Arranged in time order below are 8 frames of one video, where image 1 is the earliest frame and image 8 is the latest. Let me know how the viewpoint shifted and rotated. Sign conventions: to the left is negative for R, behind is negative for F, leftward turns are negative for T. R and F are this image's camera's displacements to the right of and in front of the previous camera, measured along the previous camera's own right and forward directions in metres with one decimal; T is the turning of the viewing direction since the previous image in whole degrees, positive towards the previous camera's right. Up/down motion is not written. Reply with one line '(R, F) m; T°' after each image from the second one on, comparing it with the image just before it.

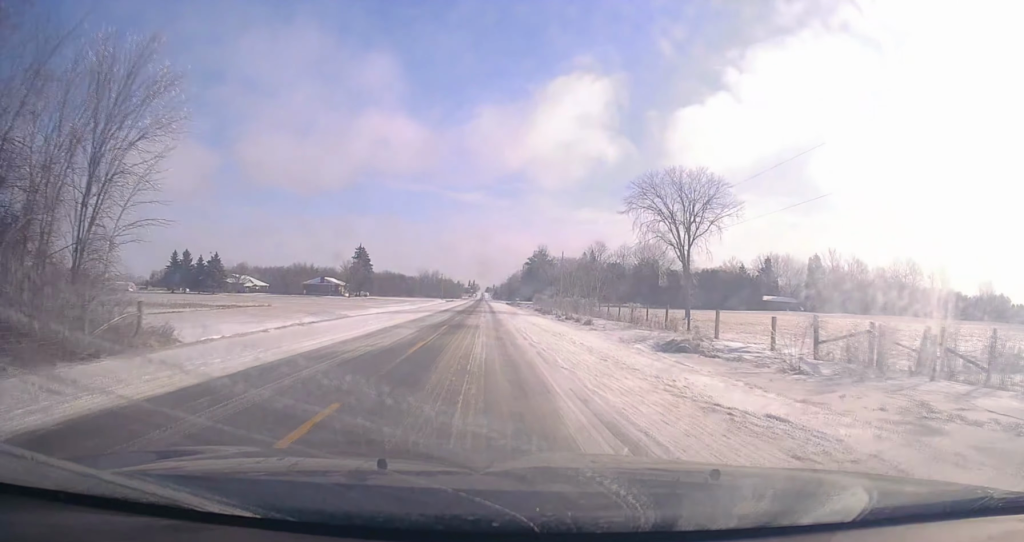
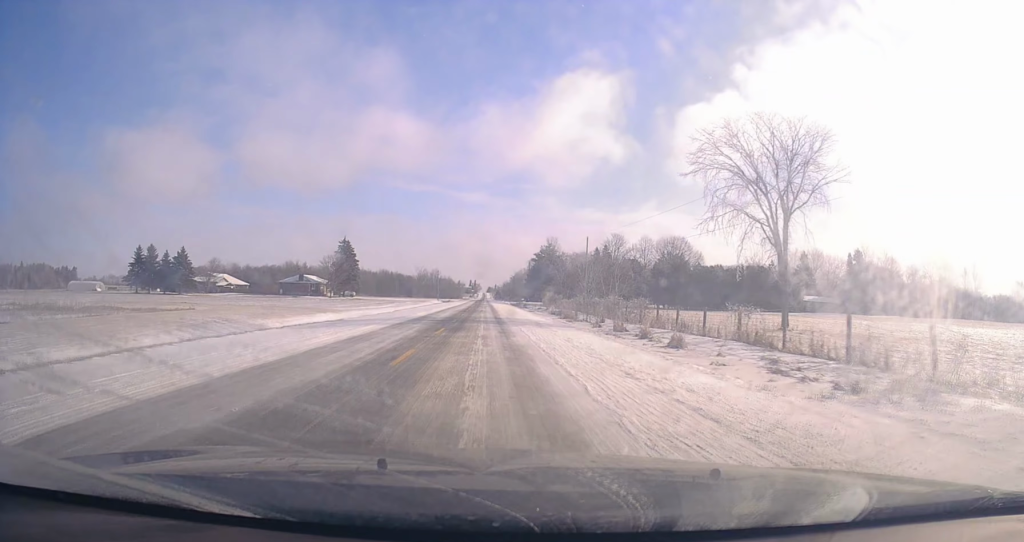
(0.0, +21.9) m; 0°
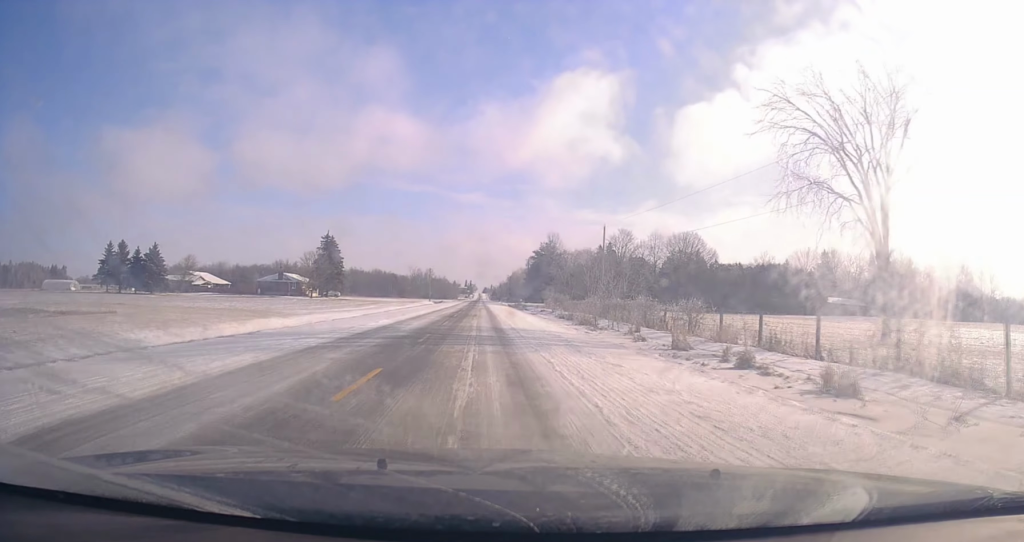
(+0.2, +12.8) m; 0°
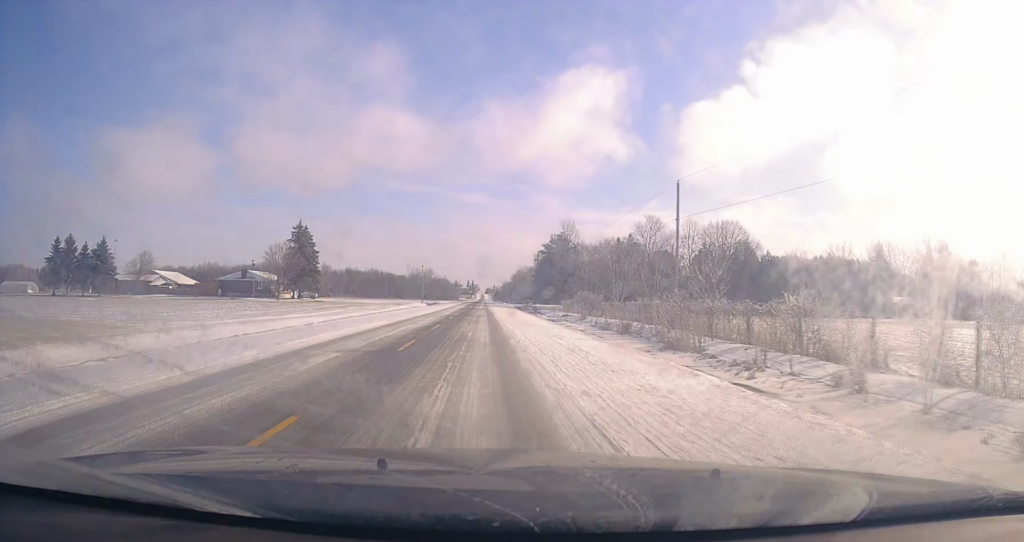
(-0.4, +22.5) m; 0°
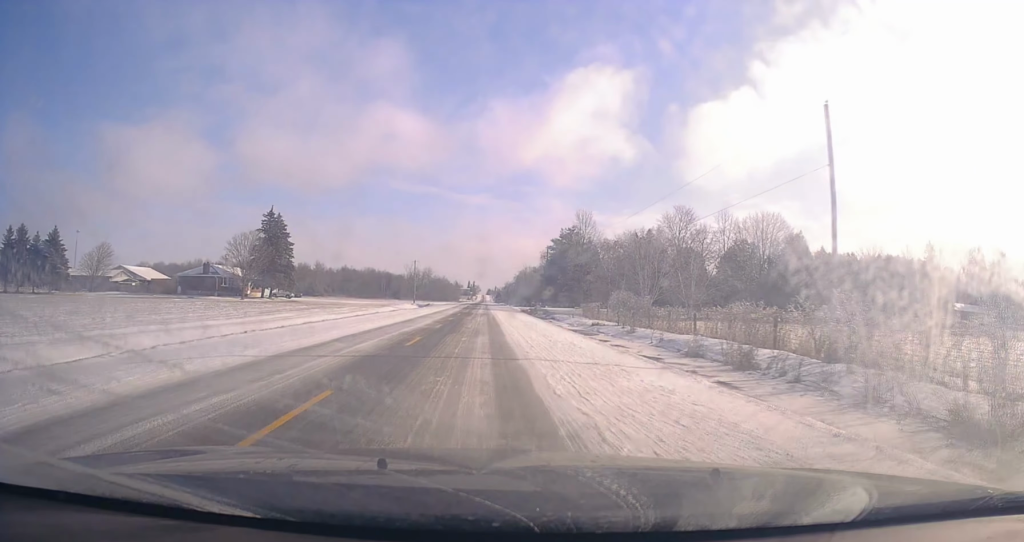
(+0.2, +18.0) m; 0°
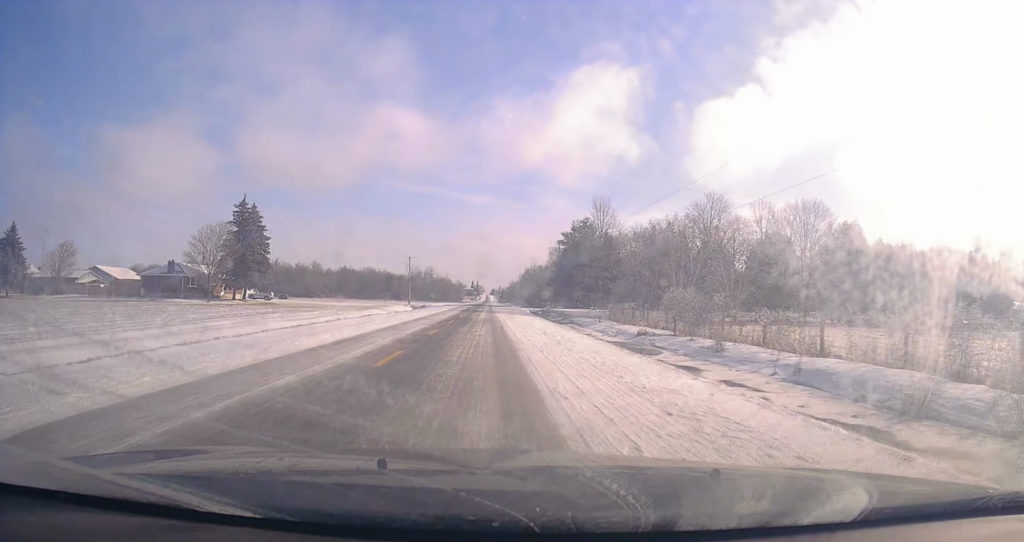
(0.0, +13.6) m; 0°
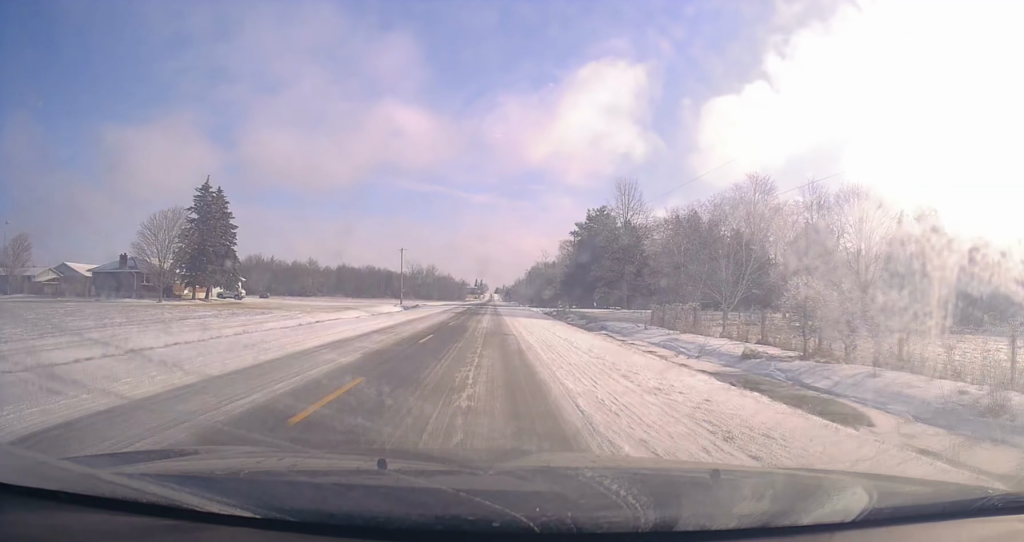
(-0.1, +13.5) m; -1°
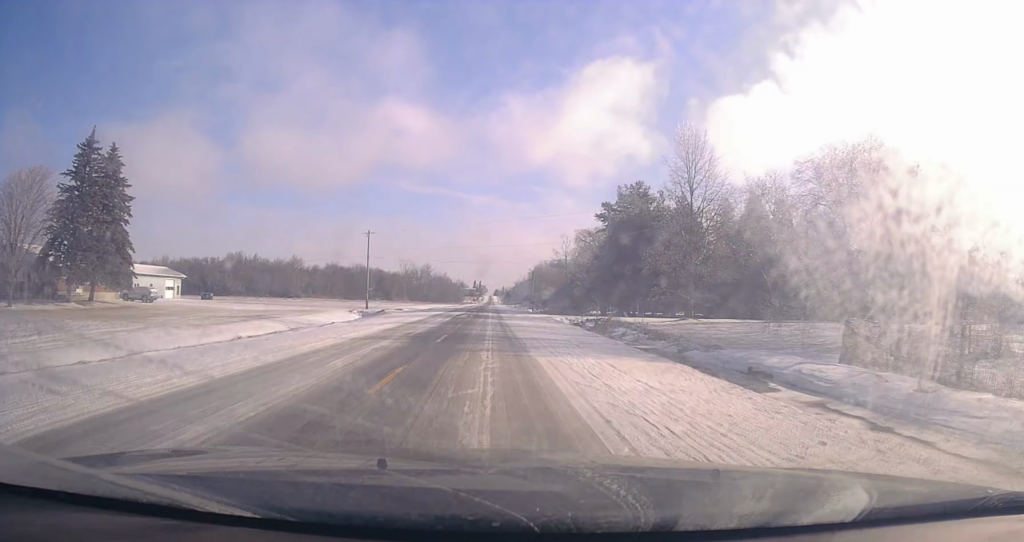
(-0.2, +26.5) m; 0°
